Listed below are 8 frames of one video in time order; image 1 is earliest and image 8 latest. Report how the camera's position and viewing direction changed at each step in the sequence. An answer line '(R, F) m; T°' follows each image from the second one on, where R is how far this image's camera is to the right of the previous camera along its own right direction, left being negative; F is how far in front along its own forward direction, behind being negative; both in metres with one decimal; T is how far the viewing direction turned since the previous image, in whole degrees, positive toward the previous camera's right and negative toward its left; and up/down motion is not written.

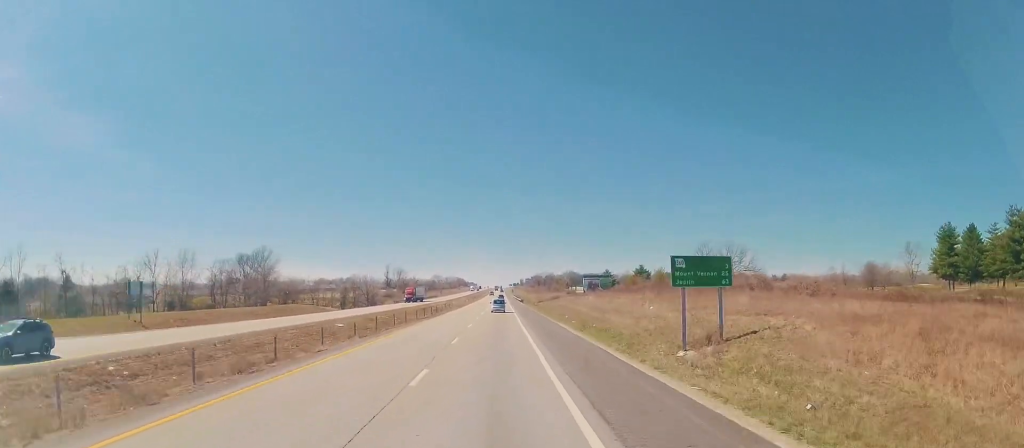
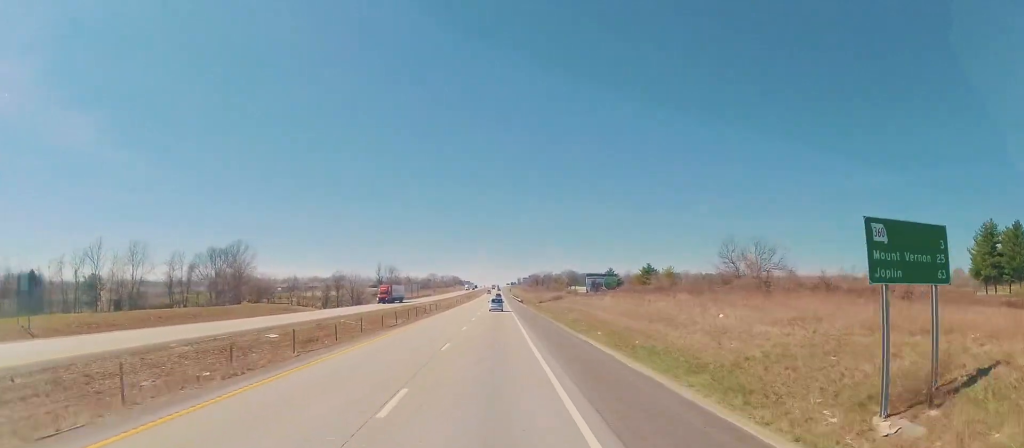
(0.0, +16.2) m; 0°
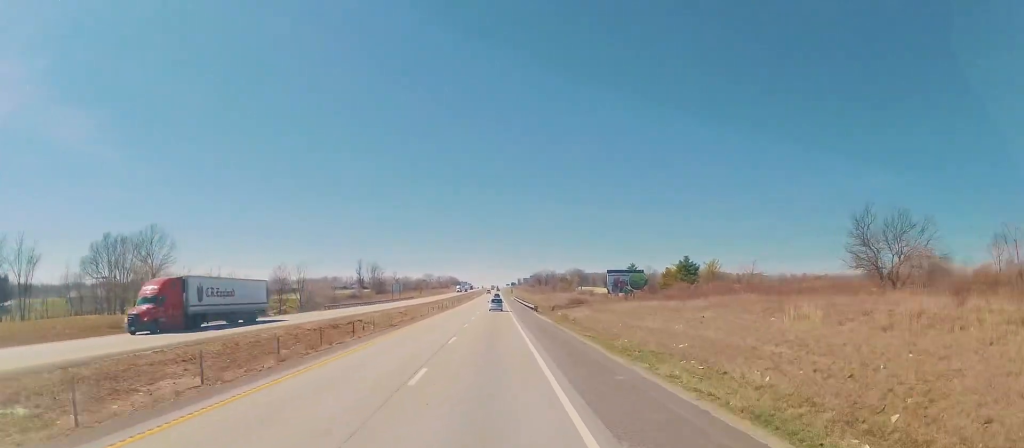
(-0.2, +44.0) m; 0°
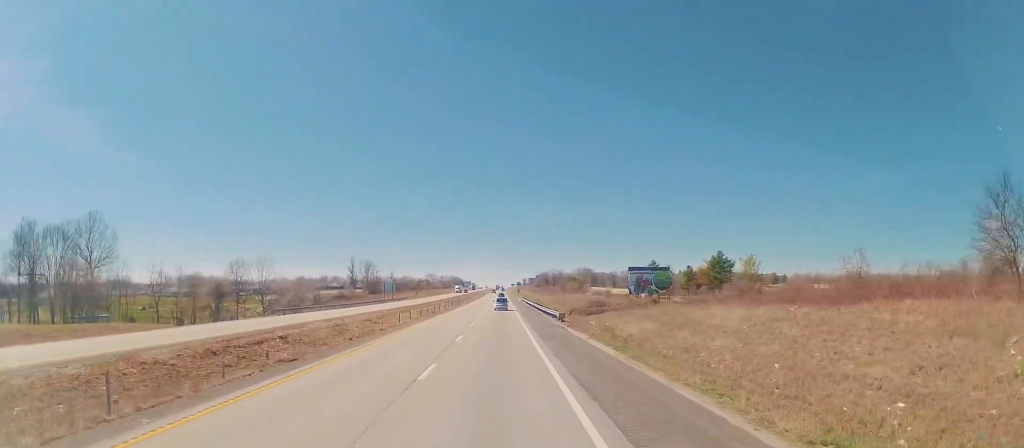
(+0.1, +22.8) m; 0°
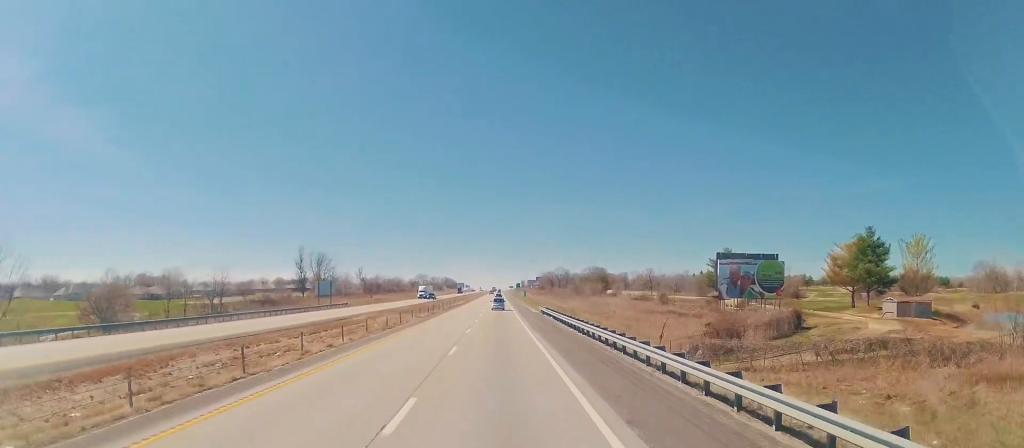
(+0.5, +66.8) m; +1°
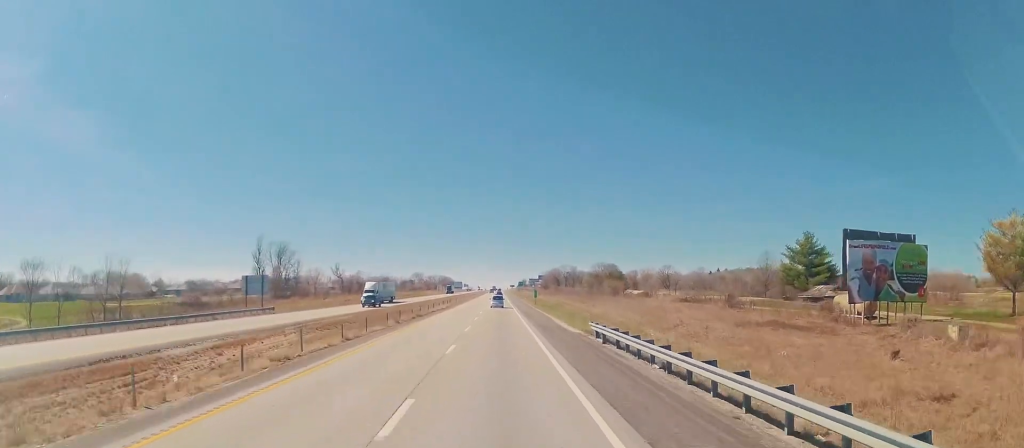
(+0.2, +36.3) m; 0°
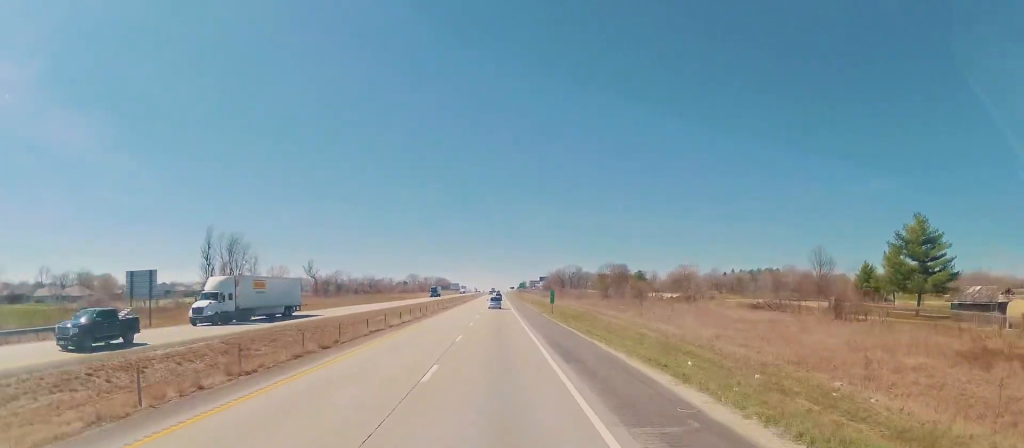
(-0.2, +31.2) m; 0°
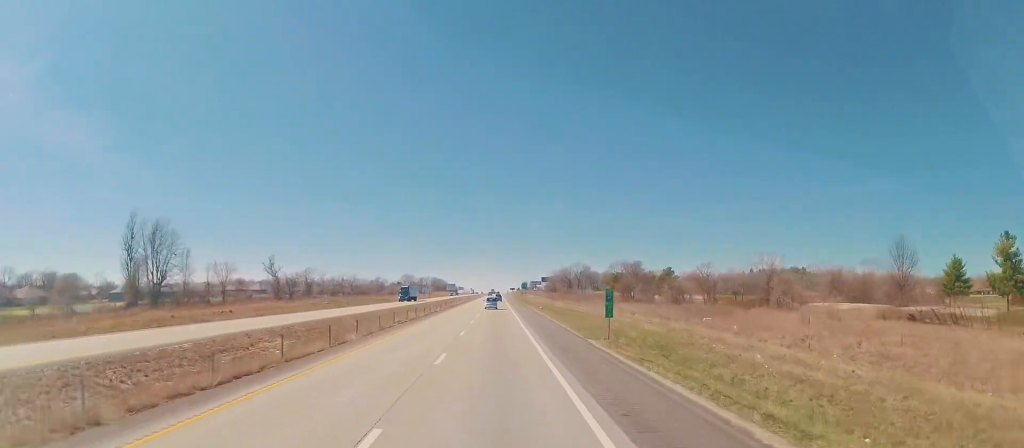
(+0.1, +32.5) m; +1°
